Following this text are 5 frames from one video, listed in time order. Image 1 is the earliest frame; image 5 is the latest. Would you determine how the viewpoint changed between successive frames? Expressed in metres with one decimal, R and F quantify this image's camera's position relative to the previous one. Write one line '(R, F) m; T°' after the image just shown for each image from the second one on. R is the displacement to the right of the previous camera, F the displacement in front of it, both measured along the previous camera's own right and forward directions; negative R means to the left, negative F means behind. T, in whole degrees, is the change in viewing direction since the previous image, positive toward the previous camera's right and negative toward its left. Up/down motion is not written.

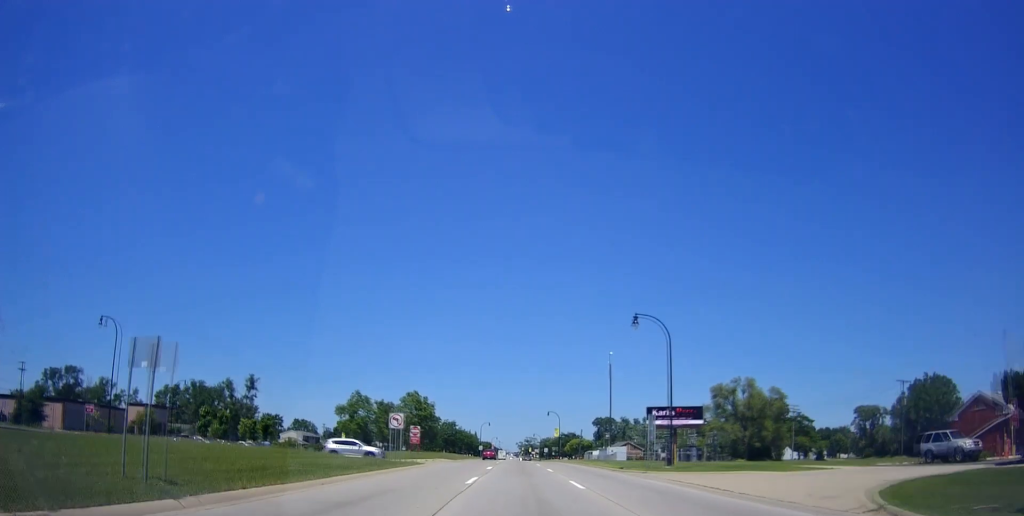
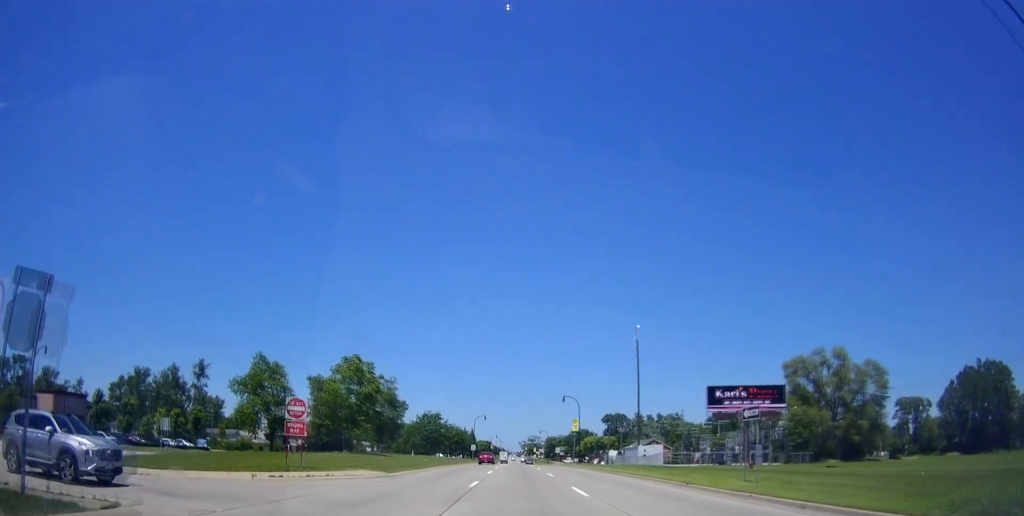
(-0.8, +32.1) m; -1°
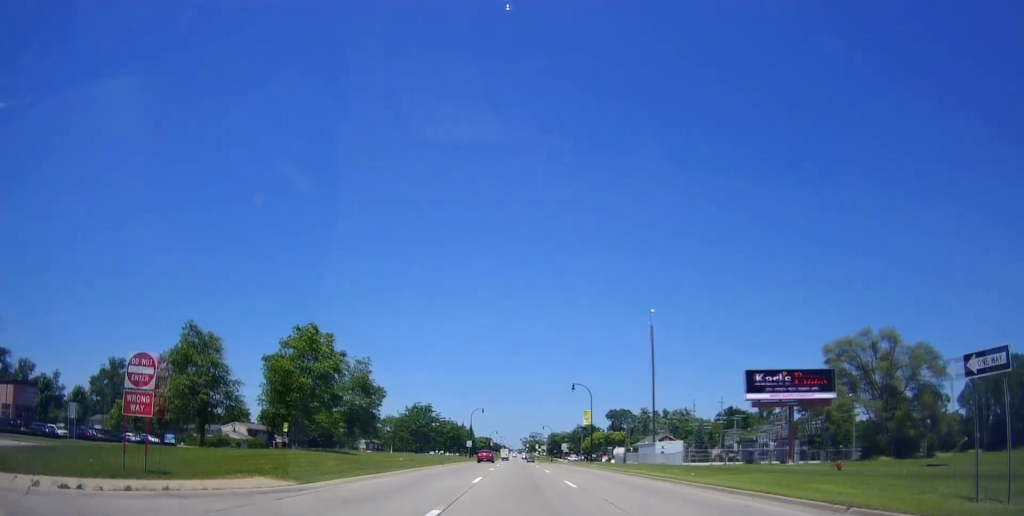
(+0.5, +12.2) m; 0°
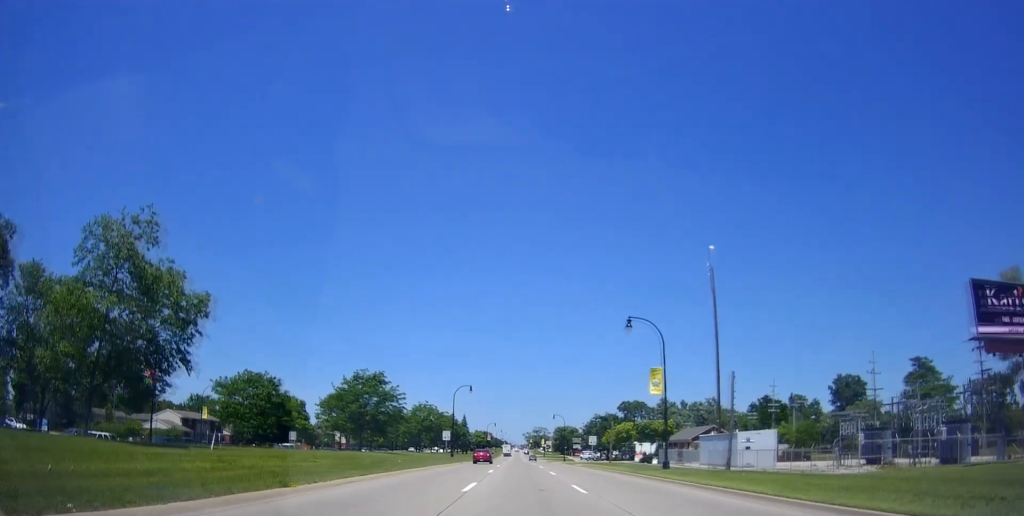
(-0.3, +34.0) m; 0°
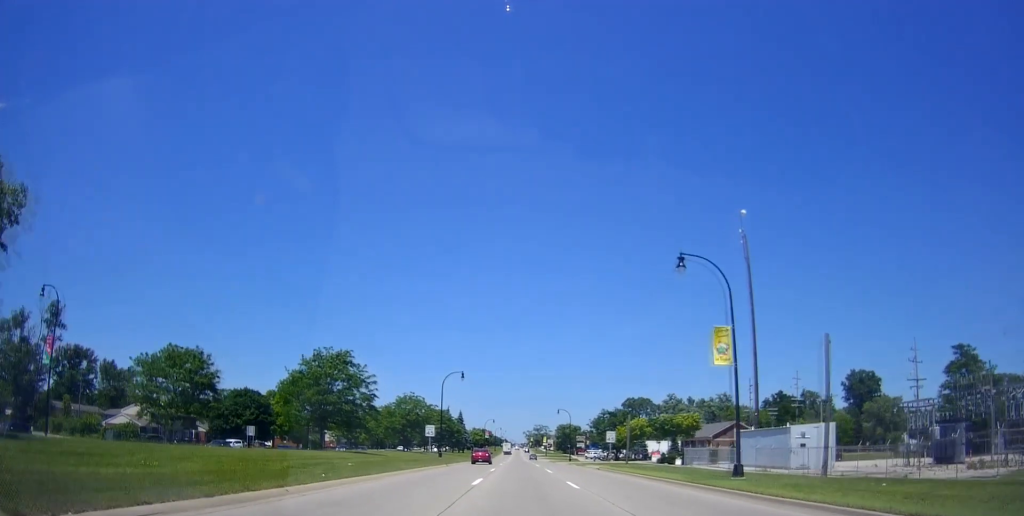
(+0.3, +11.8) m; +1°
